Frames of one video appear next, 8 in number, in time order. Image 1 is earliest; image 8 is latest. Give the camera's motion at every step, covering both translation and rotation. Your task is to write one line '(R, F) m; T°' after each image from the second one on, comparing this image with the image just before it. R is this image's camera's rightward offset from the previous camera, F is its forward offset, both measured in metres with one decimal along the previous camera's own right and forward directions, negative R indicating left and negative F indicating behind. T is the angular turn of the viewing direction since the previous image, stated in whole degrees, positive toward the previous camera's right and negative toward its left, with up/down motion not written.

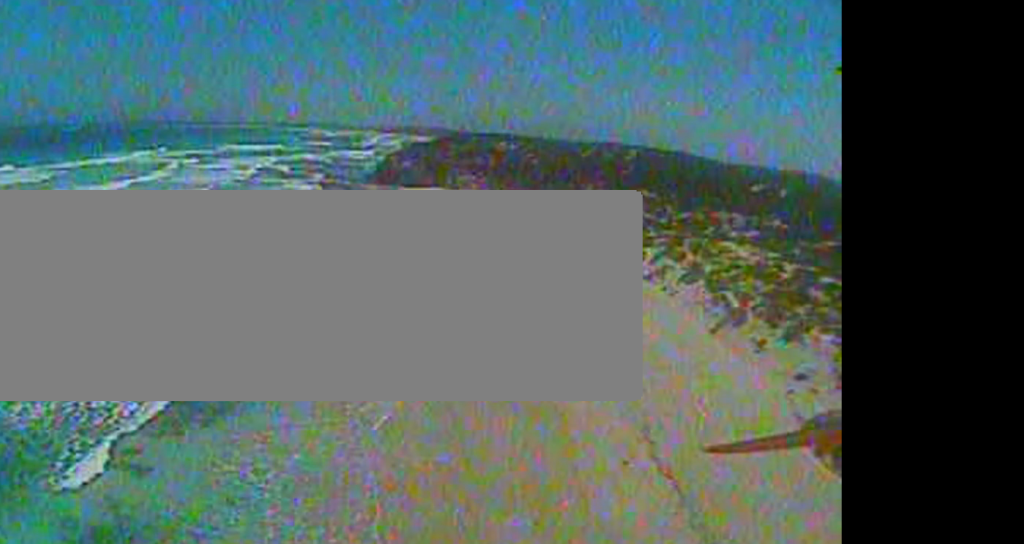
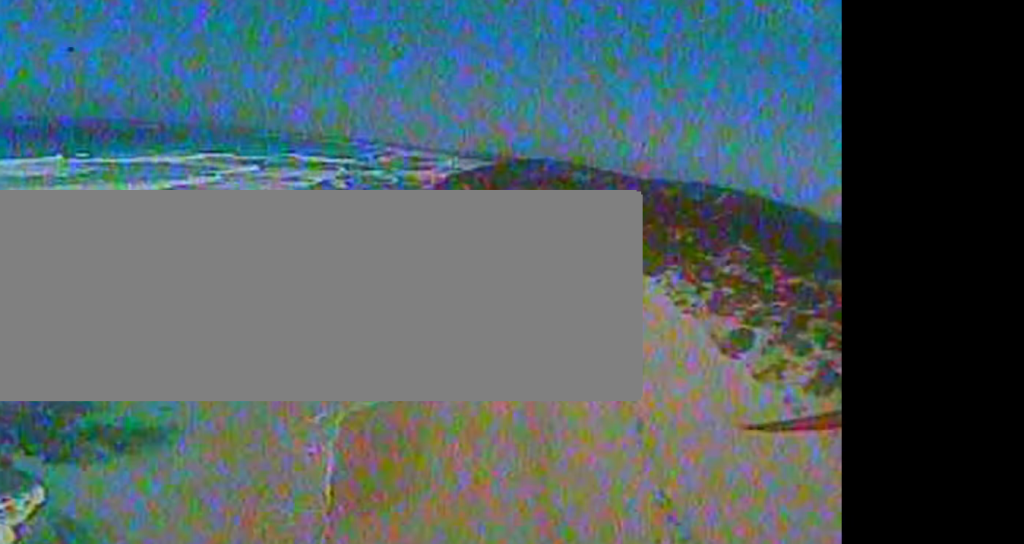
(0.0, +38.7) m; 0°
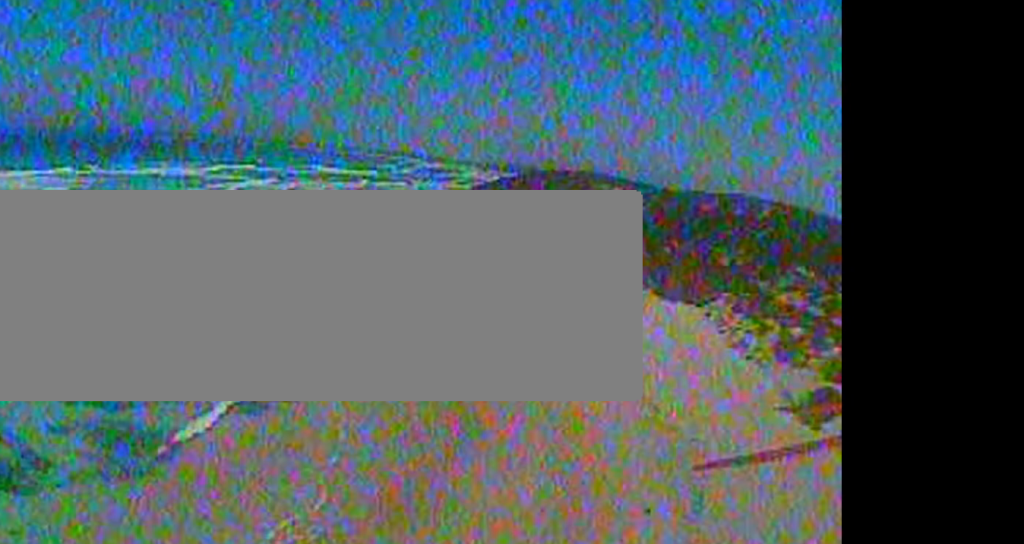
(0.0, +23.4) m; 0°
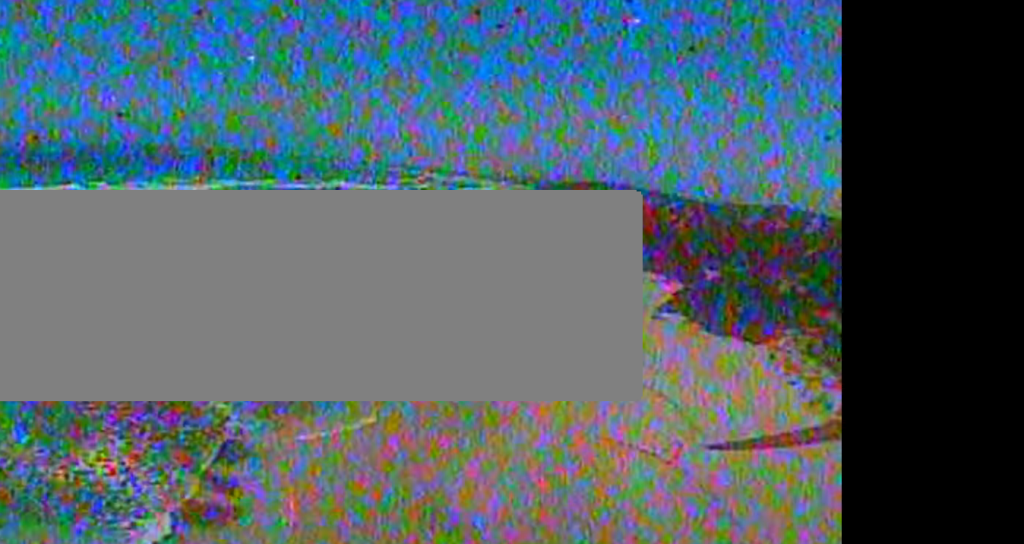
(0.0, +21.7) m; 0°
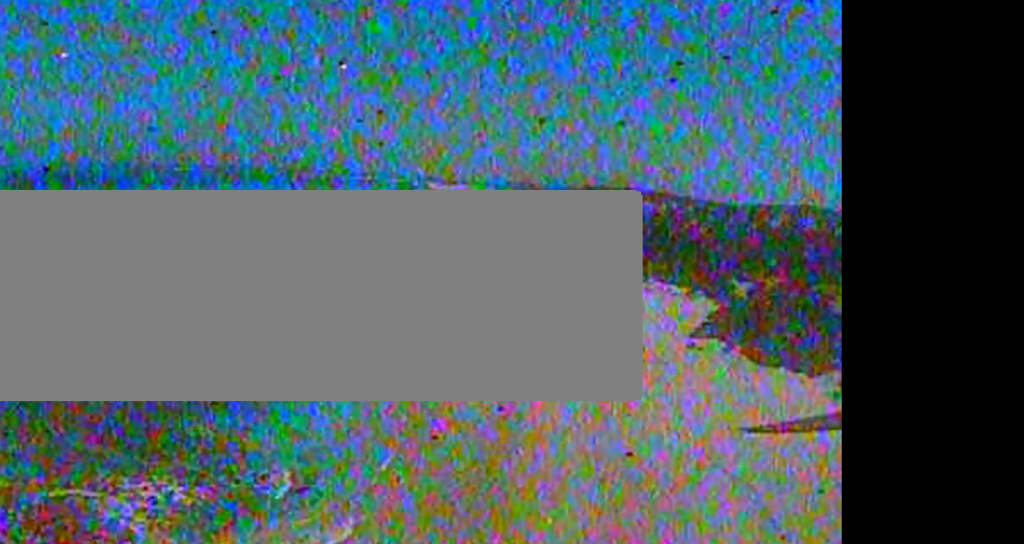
(-0.1, +18.3) m; -3°
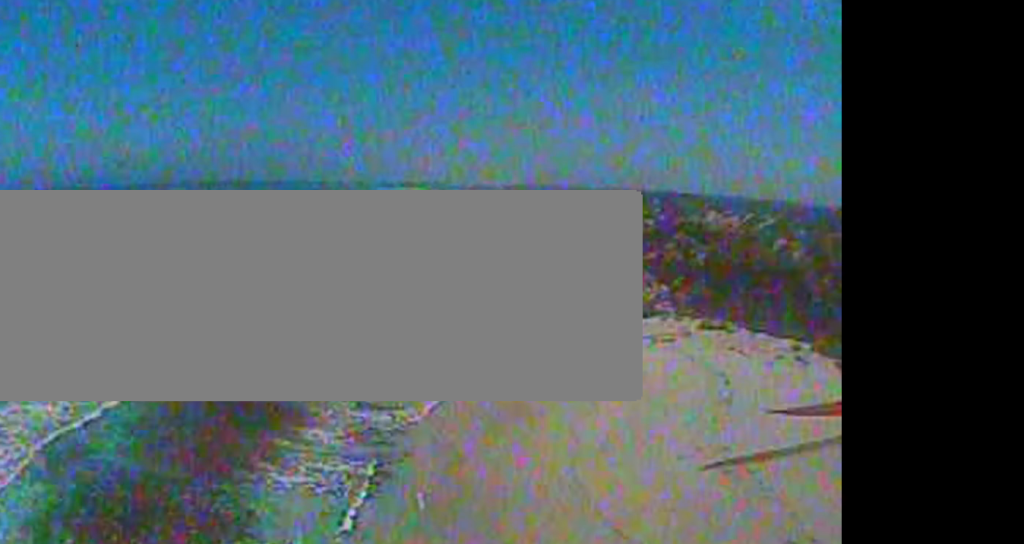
(-6.4, +42.9) m; -14°
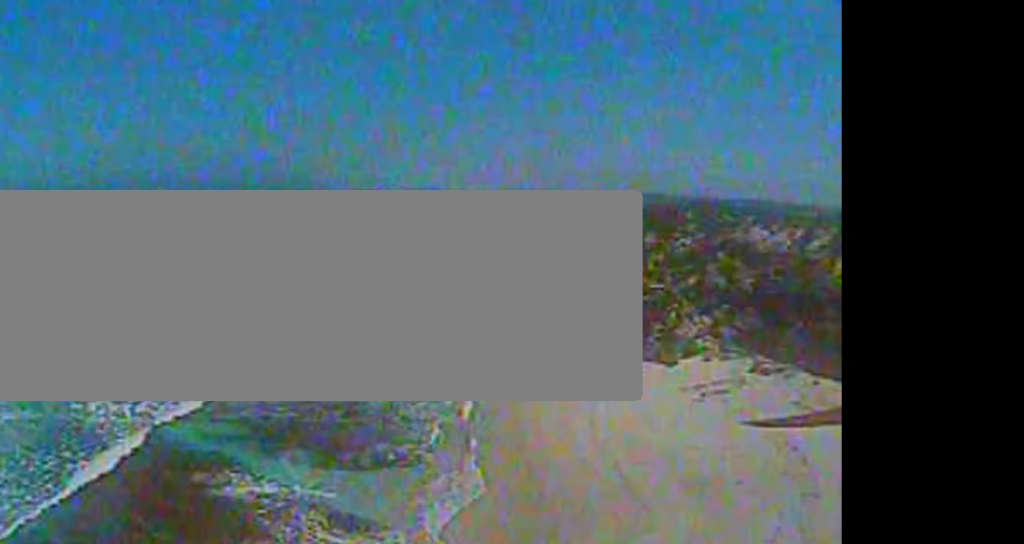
(+0.1, +18.9) m; 0°
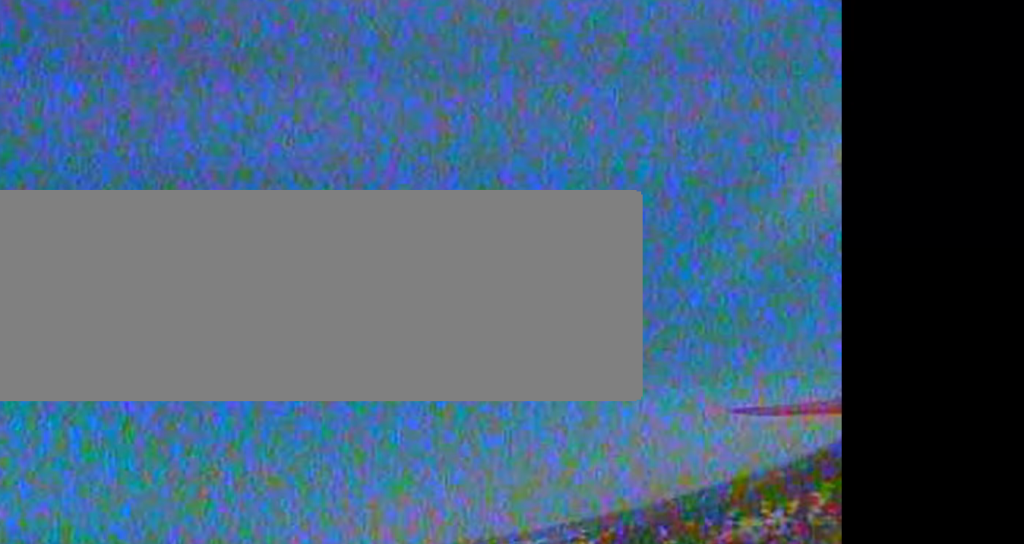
(0.0, +12.9) m; 0°
